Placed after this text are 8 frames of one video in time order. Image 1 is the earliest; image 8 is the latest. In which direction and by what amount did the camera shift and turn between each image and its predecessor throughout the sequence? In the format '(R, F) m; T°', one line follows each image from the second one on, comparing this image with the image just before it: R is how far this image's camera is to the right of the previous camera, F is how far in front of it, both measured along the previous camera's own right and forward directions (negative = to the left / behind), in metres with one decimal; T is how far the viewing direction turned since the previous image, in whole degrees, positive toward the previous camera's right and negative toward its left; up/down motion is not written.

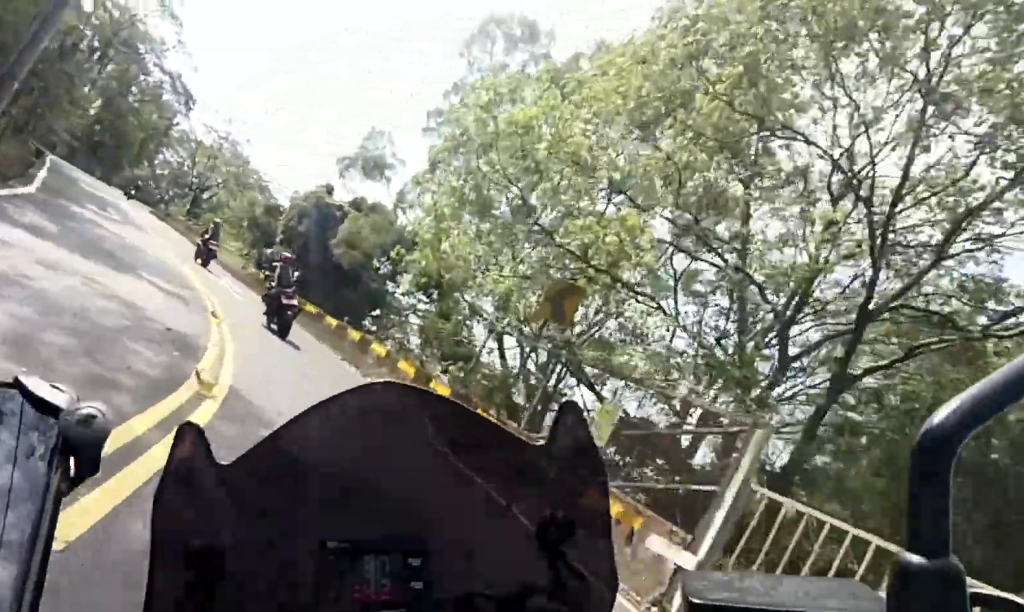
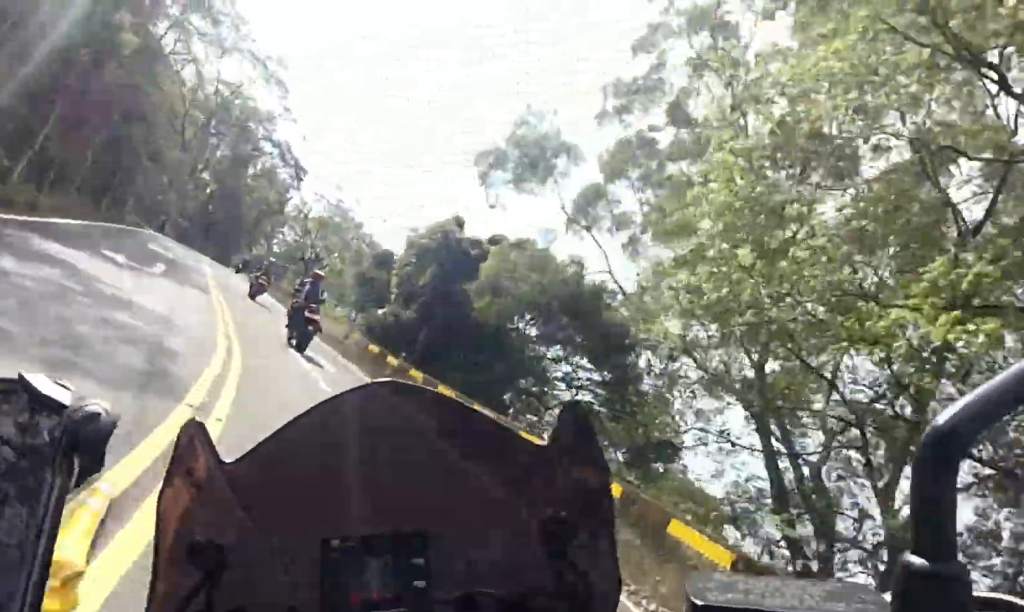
(-0.7, +7.8) m; -10°
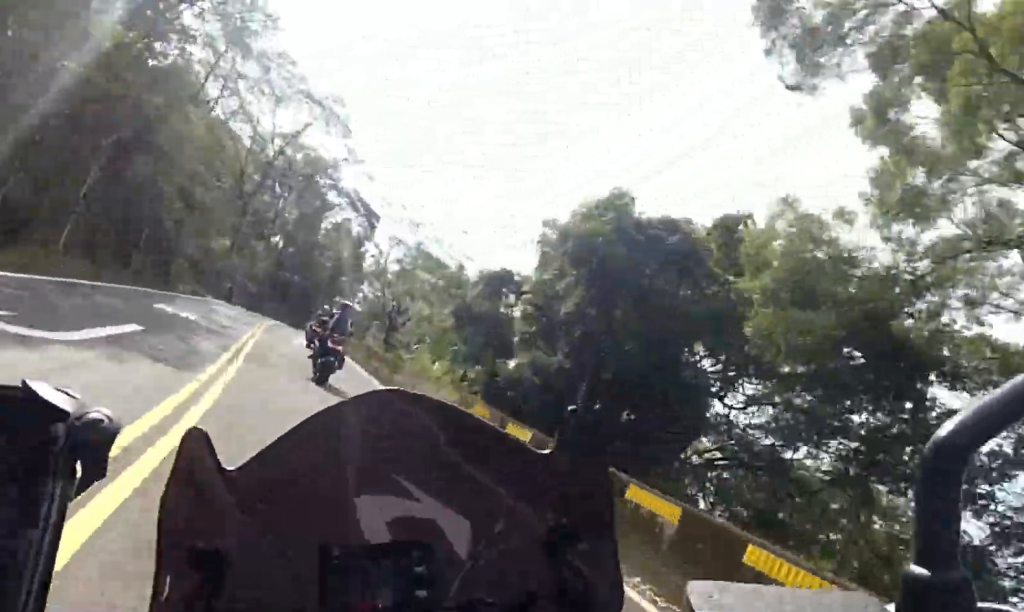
(+0.3, +7.0) m; -10°
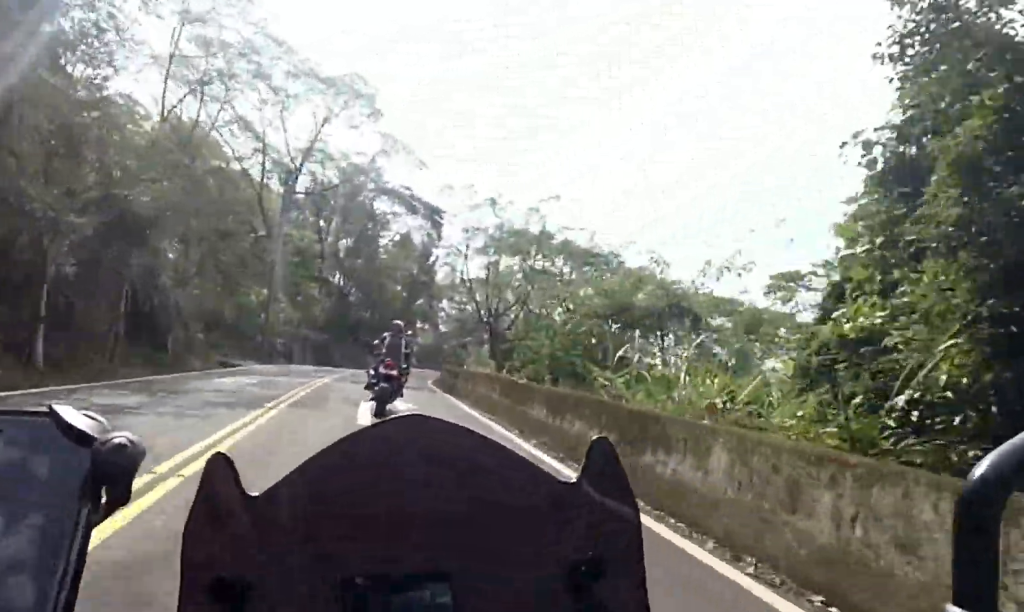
(-2.3, +11.1) m; -13°
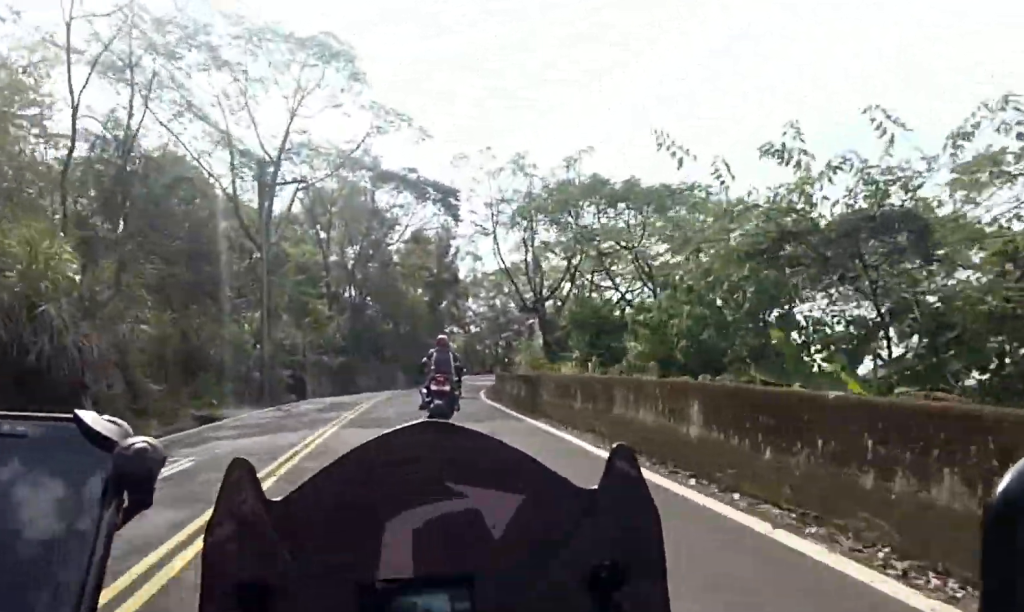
(-0.6, +8.0) m; 0°
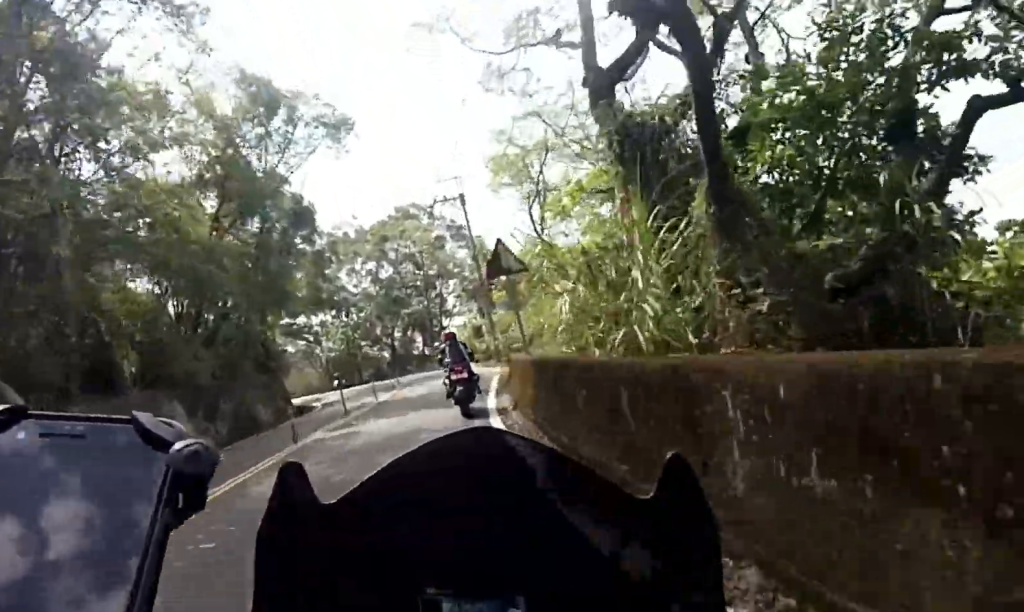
(+4.1, +32.4) m; +10°
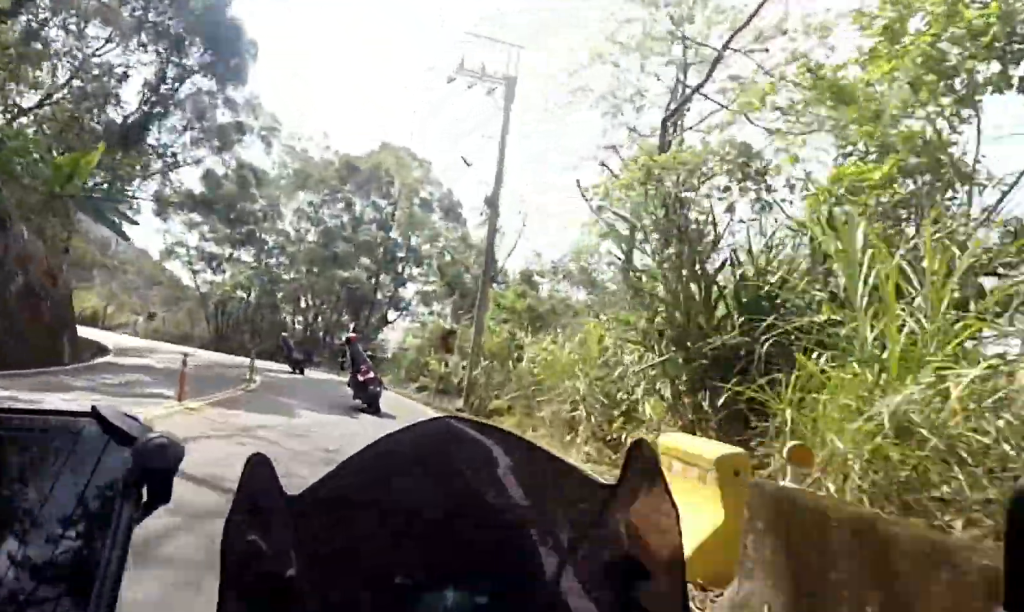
(+0.1, +17.6) m; -2°
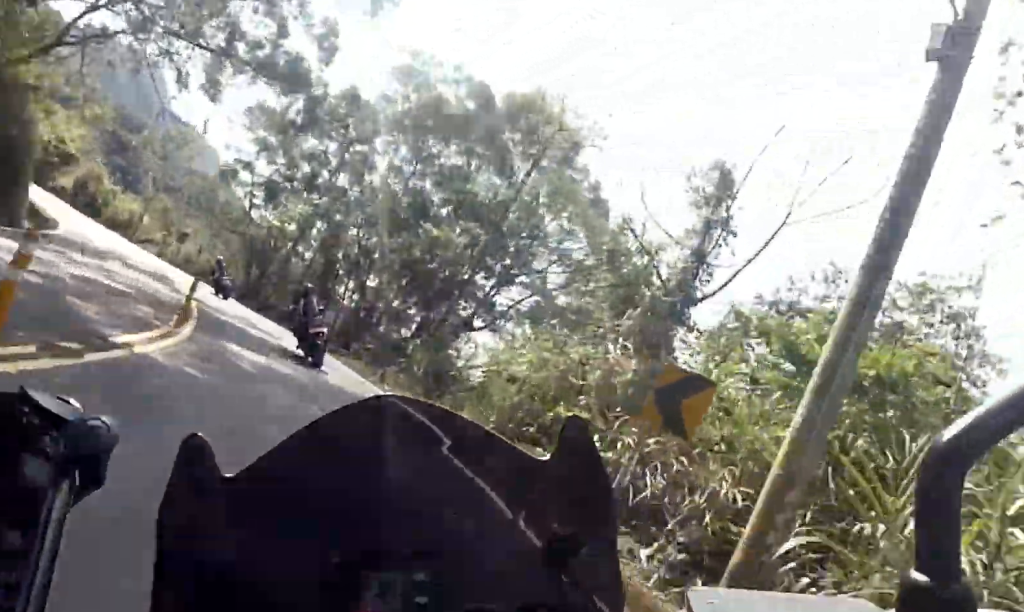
(-0.6, +11.6) m; -4°
